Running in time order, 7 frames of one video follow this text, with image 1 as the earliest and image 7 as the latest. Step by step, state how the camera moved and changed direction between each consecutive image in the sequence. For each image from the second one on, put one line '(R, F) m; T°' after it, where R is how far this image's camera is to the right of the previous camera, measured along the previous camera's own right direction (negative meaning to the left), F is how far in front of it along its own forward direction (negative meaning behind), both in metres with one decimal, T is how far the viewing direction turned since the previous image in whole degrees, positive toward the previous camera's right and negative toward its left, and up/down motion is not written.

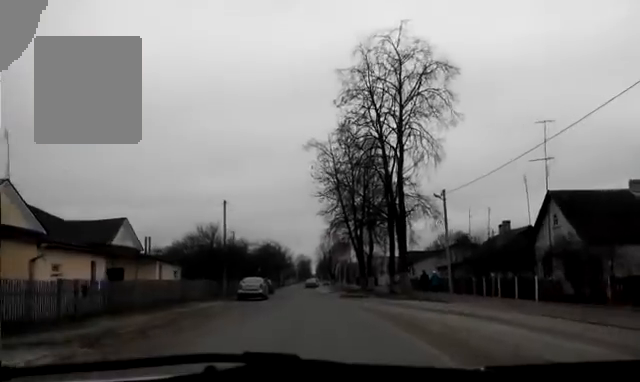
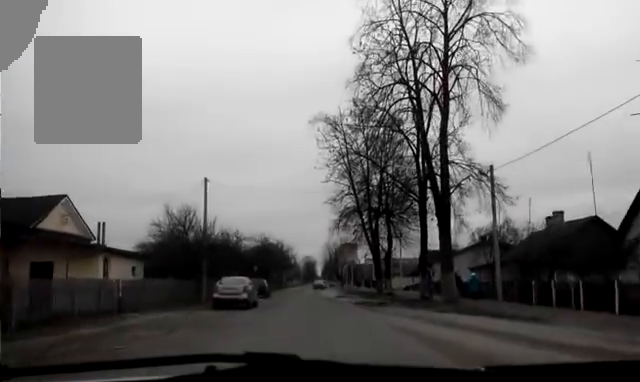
(-0.1, +9.0) m; 0°
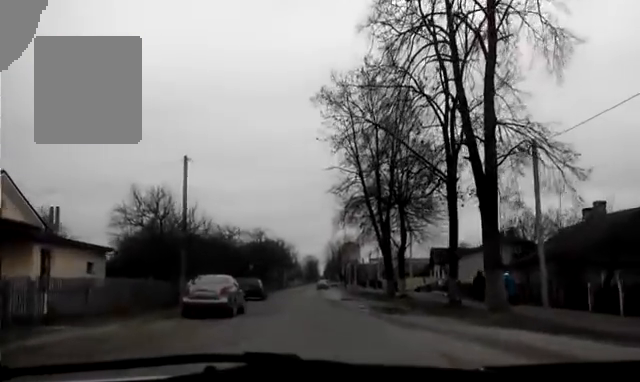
(0.0, +5.4) m; 0°
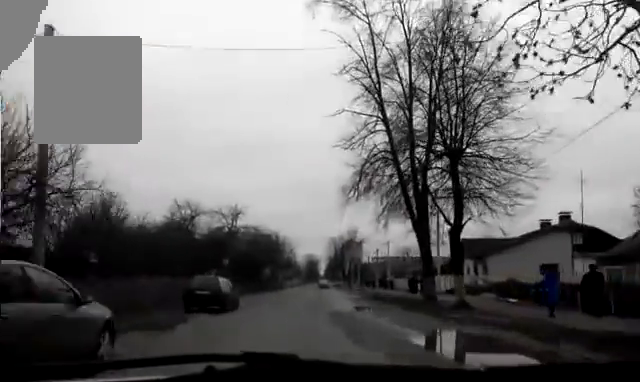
(0.0, +13.3) m; 0°
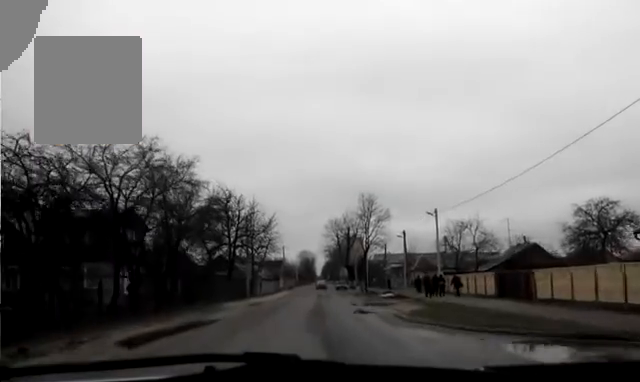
(0.0, +33.9) m; 0°
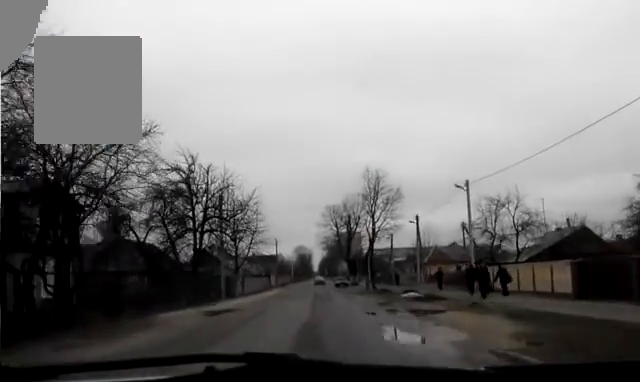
(0.0, +10.6) m; 0°
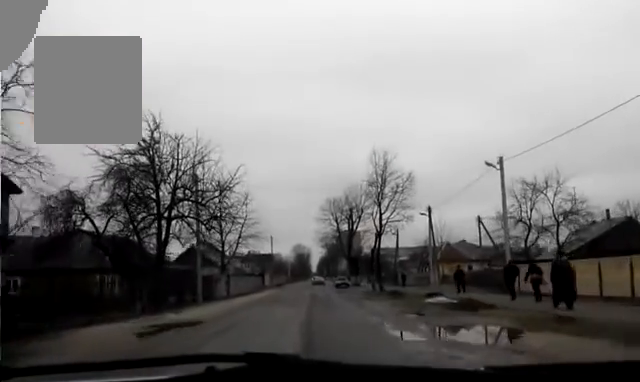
(0.0, +6.6) m; 0°
